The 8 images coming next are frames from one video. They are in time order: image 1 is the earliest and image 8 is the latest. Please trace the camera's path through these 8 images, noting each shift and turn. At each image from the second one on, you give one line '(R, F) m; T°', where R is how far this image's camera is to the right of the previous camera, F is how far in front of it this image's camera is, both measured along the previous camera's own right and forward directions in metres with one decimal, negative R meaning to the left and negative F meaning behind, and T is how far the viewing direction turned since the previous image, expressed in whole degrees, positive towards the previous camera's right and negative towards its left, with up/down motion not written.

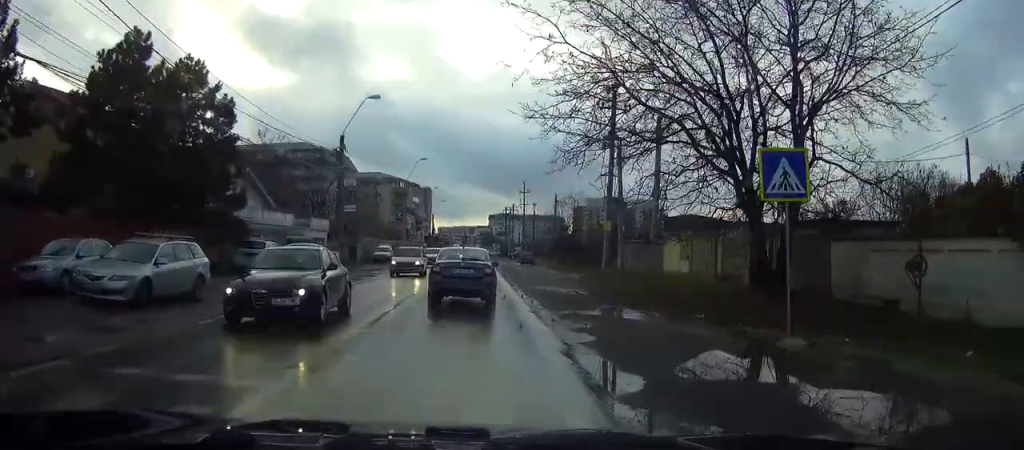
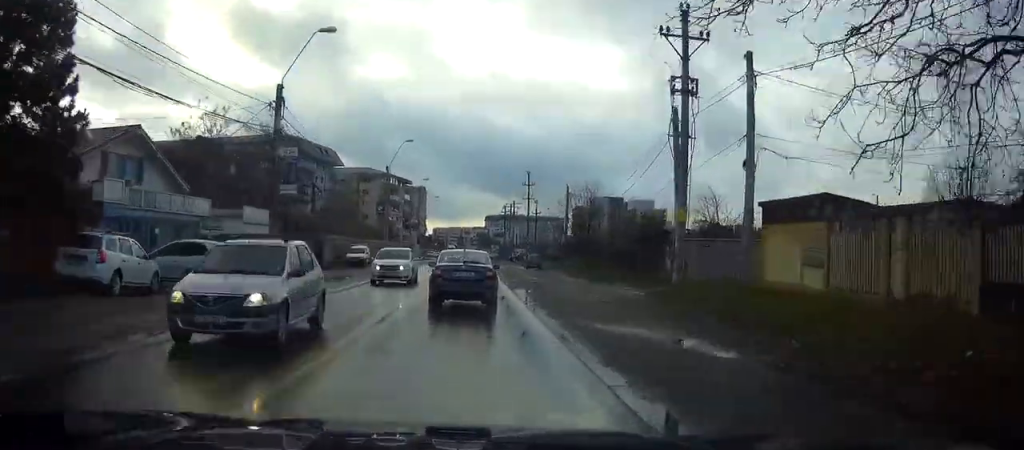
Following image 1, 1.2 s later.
(0.0, +14.1) m; 0°
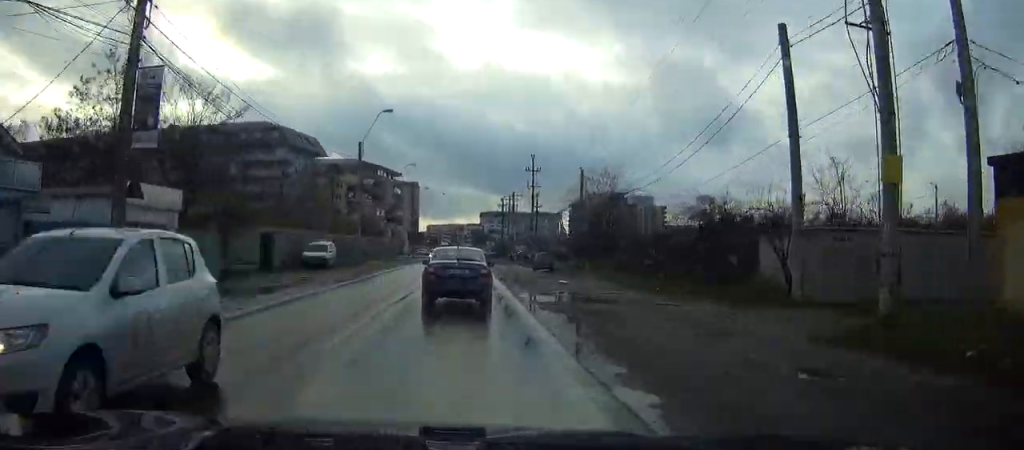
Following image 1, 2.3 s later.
(+0.1, +13.4) m; +1°
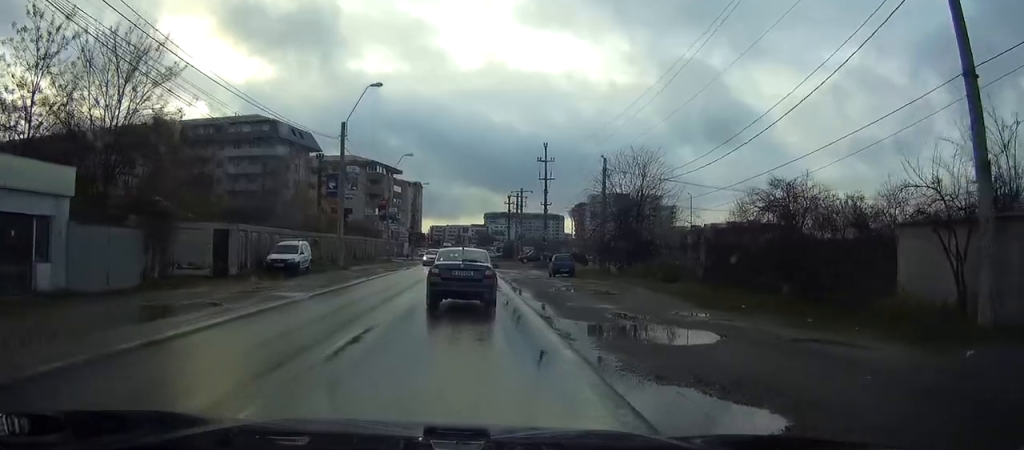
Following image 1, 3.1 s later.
(0.0, +8.9) m; 0°
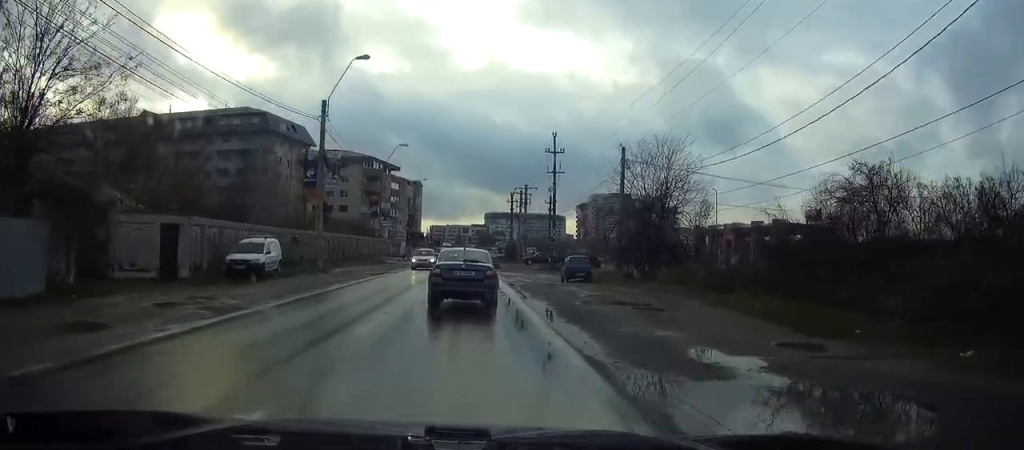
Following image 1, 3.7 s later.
(0.0, +6.5) m; 0°
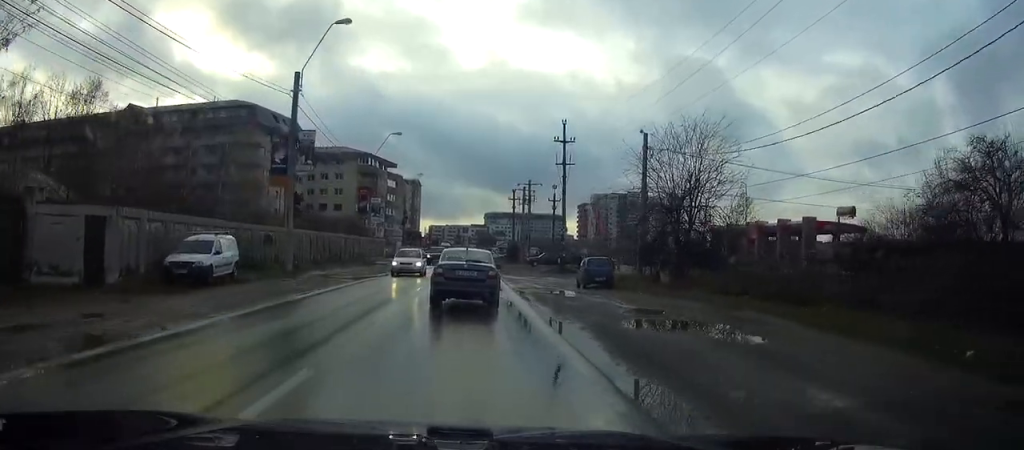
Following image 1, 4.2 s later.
(+0.1, +6.4) m; 0°
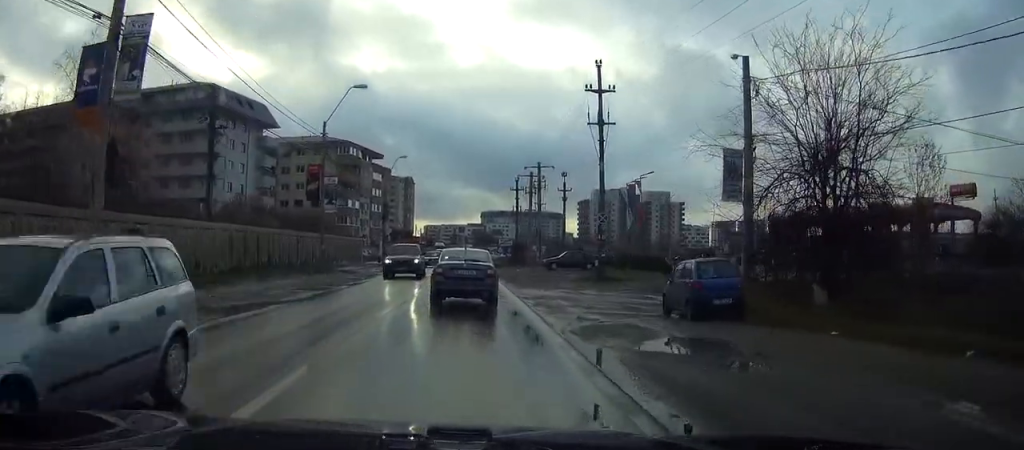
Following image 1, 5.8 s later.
(-0.2, +17.2) m; -1°
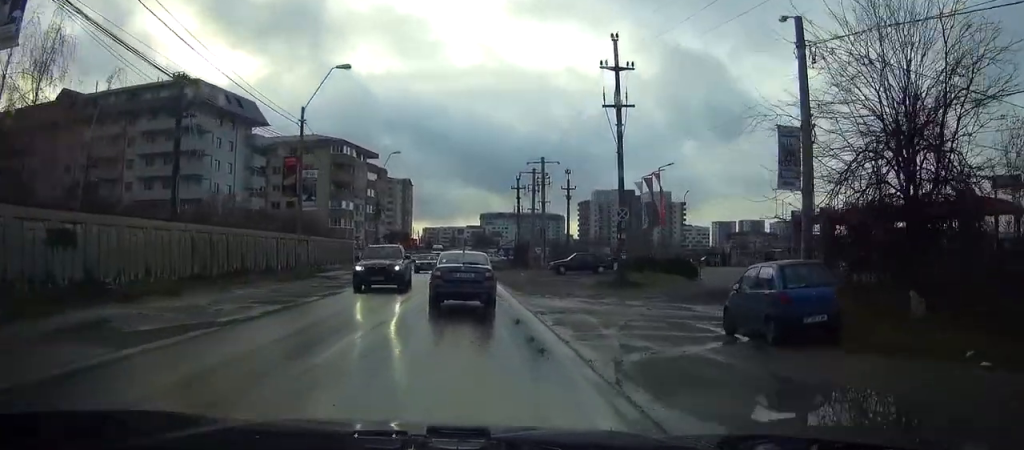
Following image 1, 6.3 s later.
(+0.1, +5.0) m; 0°
